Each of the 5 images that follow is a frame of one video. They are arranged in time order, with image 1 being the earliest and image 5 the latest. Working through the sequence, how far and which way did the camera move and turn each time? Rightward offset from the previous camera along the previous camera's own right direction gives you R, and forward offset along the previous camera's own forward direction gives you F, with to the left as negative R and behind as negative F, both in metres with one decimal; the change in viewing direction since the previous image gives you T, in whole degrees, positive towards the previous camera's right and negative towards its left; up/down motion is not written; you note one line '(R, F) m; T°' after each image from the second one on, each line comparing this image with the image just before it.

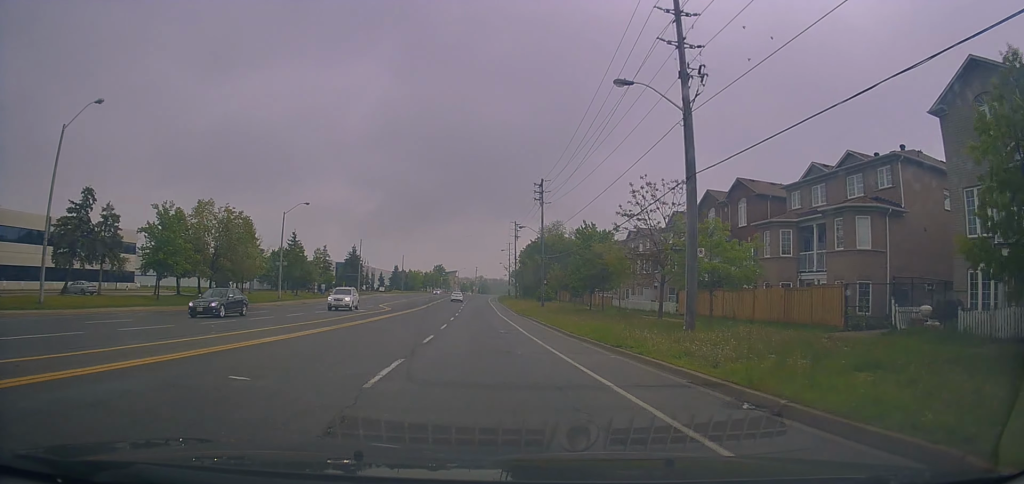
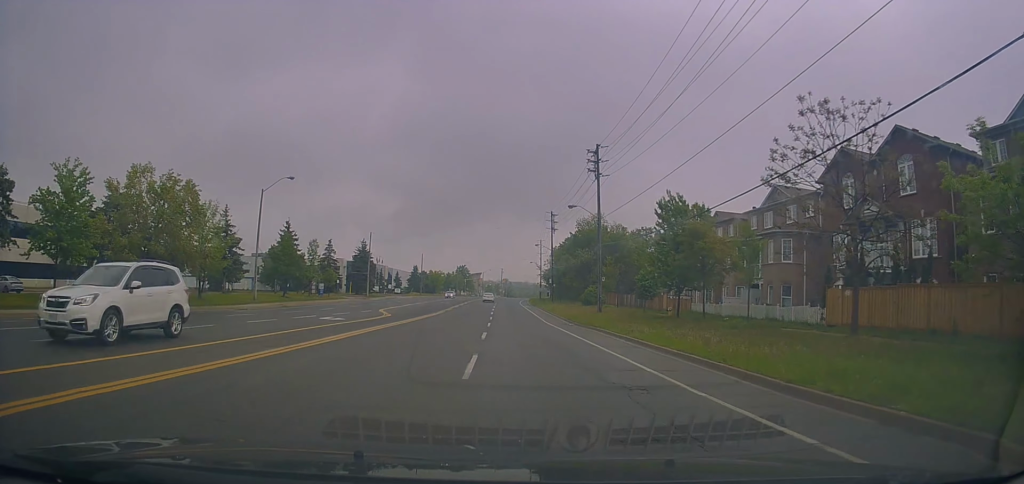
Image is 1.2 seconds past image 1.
(-0.2, +15.1) m; -3°
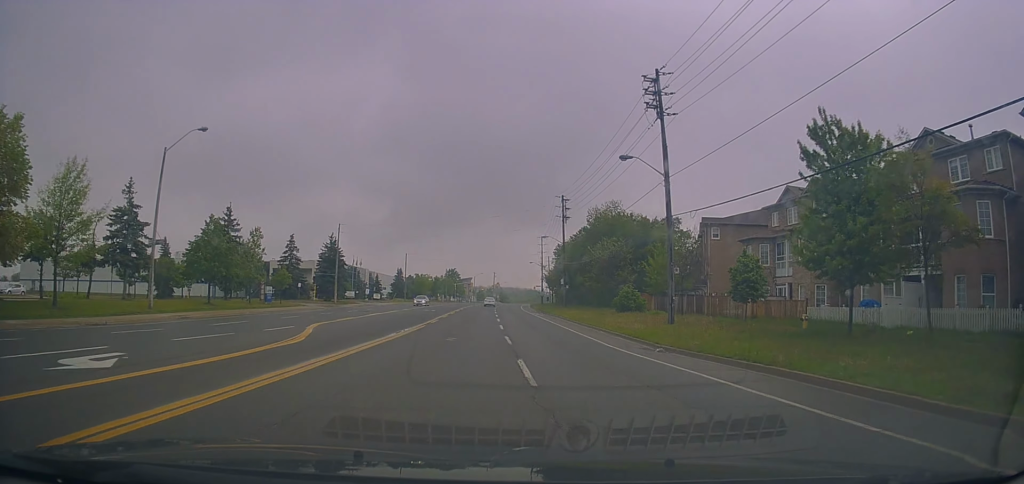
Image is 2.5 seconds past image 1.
(-0.4, +17.7) m; +1°
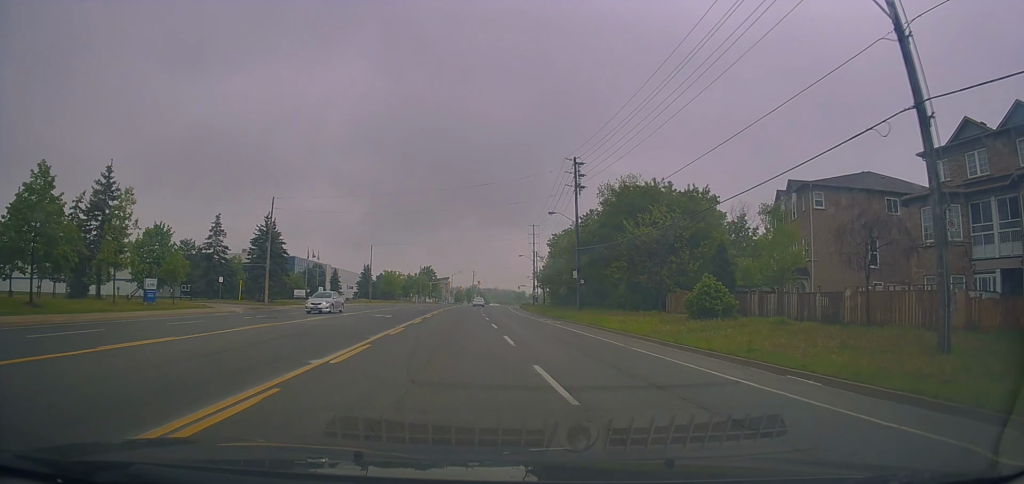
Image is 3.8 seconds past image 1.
(+0.6, +19.7) m; 0°
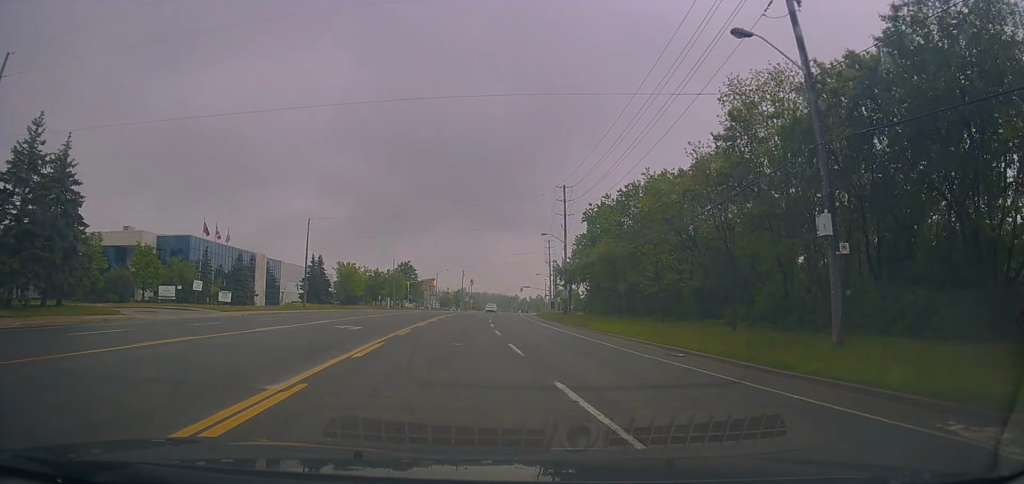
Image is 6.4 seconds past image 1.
(+0.8, +38.6) m; +1°
